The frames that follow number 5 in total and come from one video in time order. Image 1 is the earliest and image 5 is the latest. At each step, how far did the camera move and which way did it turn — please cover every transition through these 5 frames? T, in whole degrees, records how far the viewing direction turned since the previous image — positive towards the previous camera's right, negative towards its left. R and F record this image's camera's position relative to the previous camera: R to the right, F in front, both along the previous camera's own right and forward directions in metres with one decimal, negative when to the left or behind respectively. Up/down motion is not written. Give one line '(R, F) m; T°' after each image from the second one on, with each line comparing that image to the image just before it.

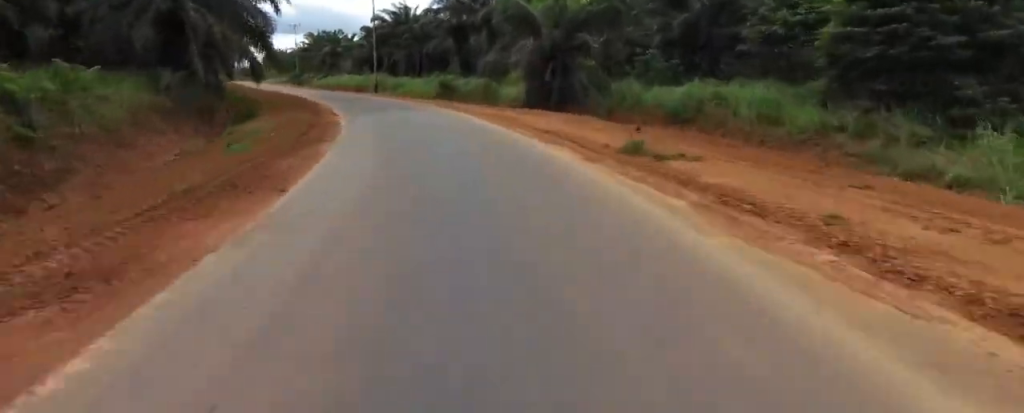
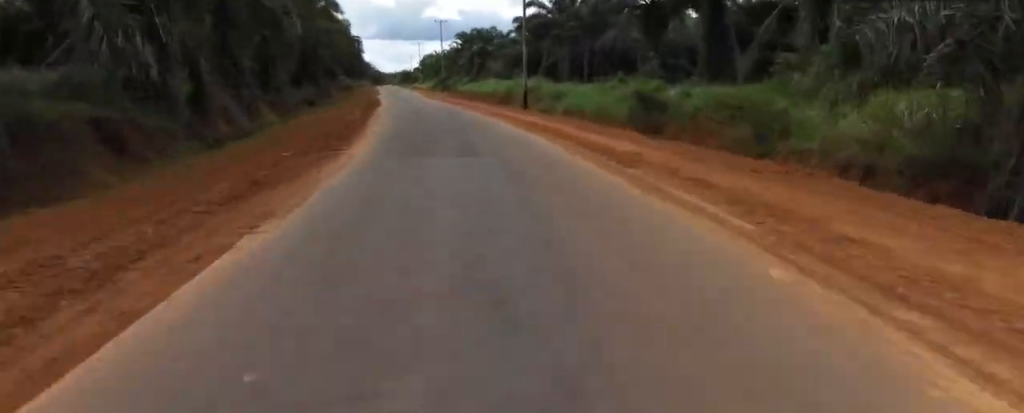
(-3.2, +20.4) m; -15°
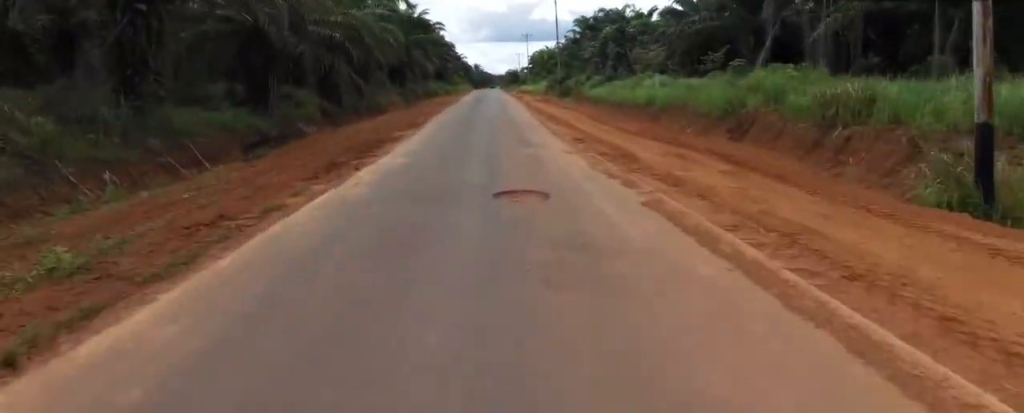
(-4.3, +29.3) m; -15°
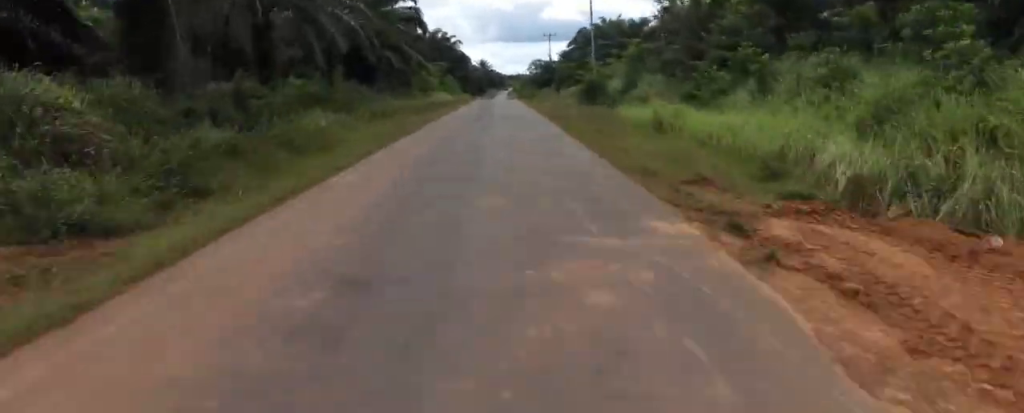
(-1.7, +71.1) m; -1°
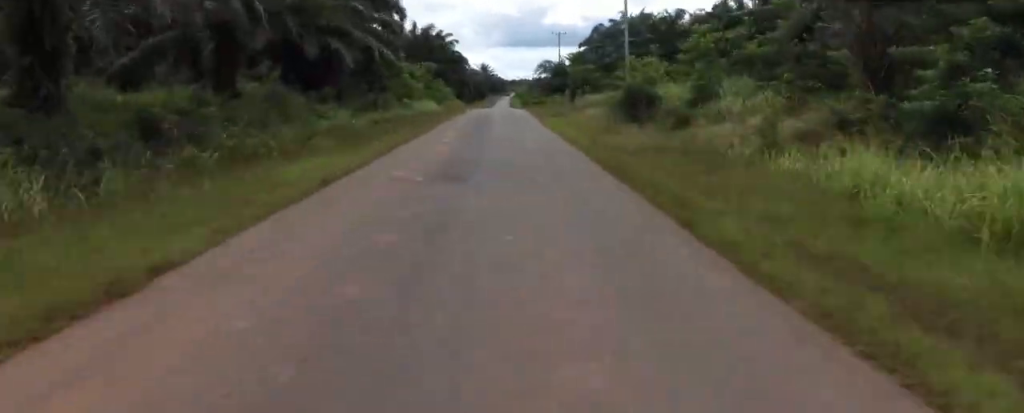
(0.0, +13.0) m; +2°
